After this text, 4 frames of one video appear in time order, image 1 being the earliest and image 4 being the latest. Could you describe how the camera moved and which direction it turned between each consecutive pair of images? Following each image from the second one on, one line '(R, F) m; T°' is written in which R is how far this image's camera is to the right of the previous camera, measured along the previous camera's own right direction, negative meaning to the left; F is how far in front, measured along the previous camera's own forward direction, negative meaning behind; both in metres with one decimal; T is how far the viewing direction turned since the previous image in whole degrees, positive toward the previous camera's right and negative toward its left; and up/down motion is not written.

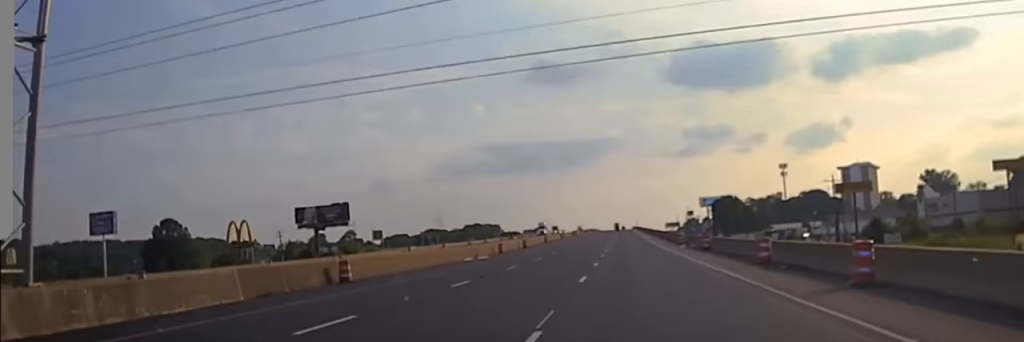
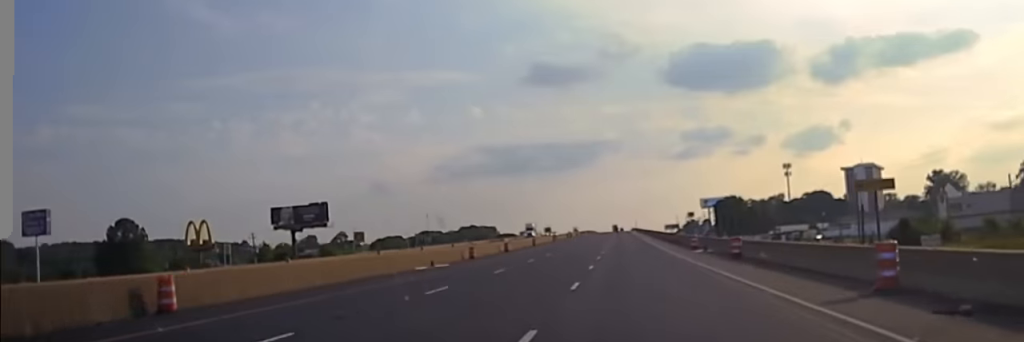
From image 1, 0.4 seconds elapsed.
(0.0, +15.1) m; 0°
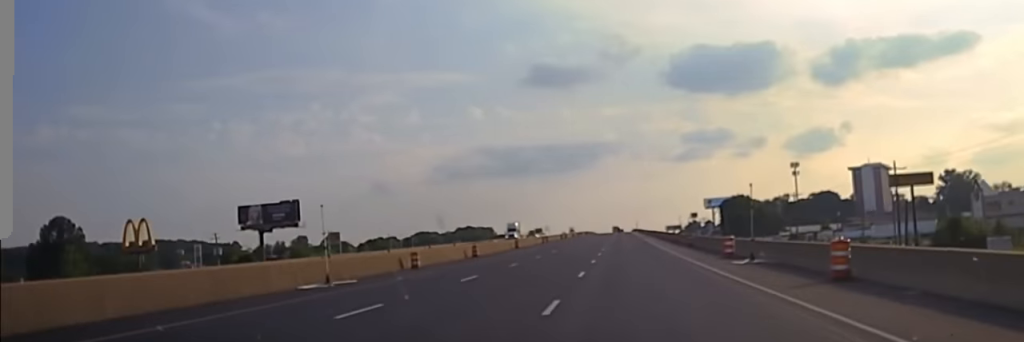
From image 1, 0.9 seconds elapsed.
(+0.1, +18.0) m; +1°
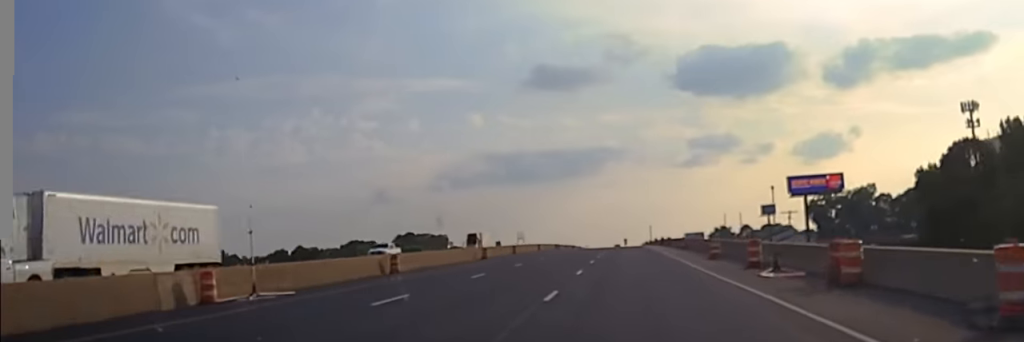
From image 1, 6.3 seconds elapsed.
(-0.3, +216.0) m; -1°
